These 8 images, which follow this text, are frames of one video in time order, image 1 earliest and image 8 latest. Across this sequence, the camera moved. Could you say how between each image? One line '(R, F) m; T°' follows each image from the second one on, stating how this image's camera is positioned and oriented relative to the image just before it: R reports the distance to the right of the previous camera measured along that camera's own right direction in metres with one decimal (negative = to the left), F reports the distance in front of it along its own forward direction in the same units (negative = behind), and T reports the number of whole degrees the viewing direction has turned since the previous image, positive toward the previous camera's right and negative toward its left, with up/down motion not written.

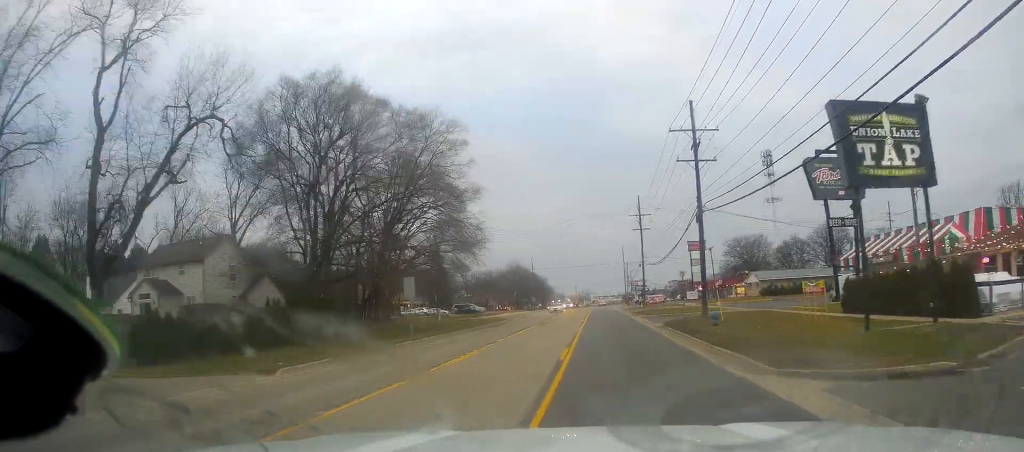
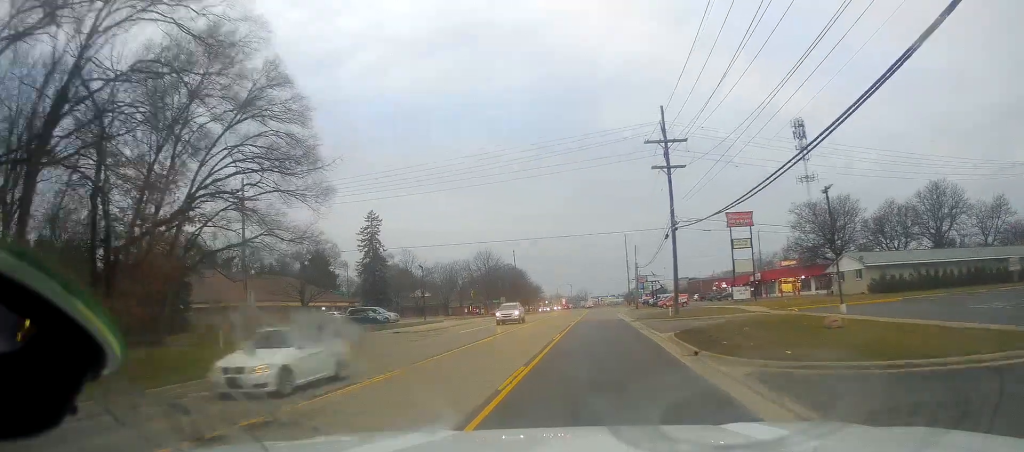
(+1.4, +37.9) m; +3°
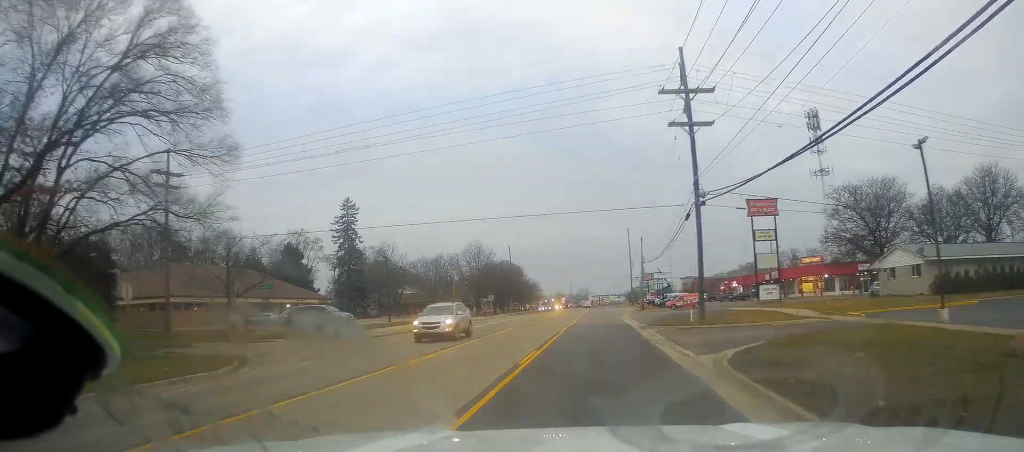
(0.0, +10.3) m; 0°
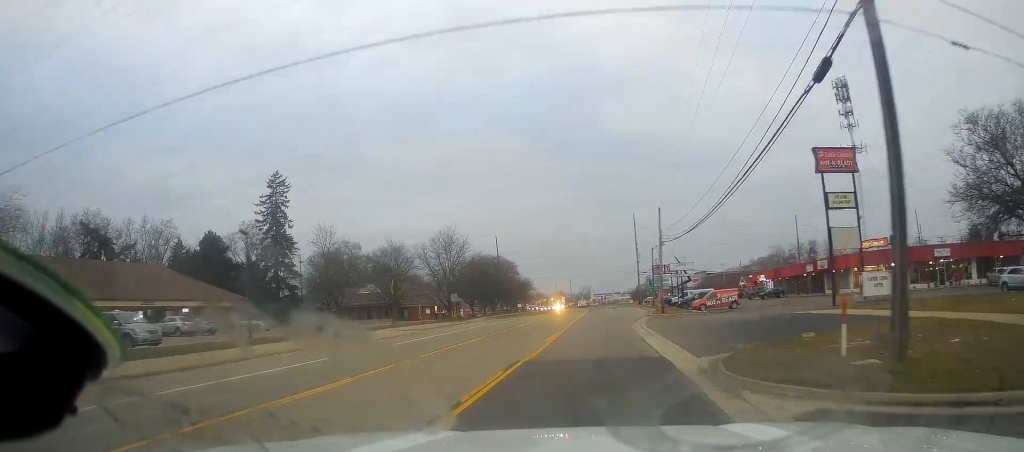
(0.0, +21.5) m; 0°
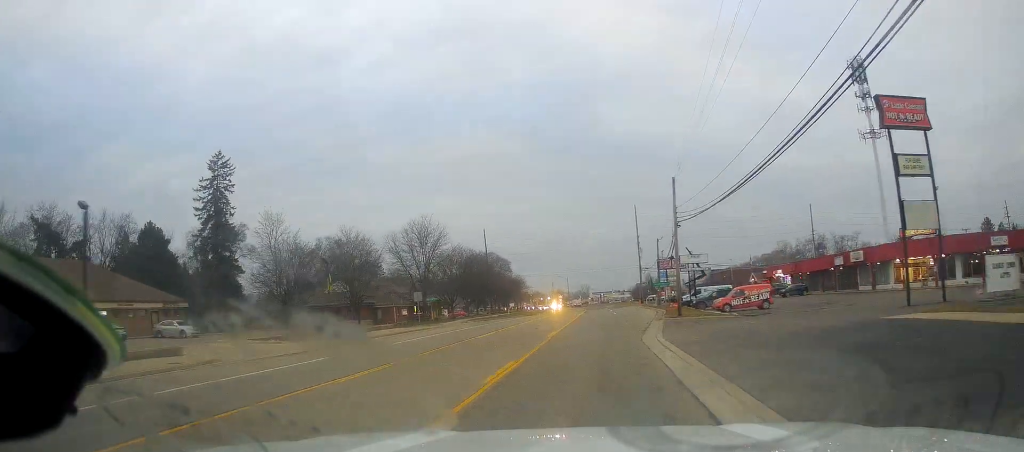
(0.0, +11.7) m; 0°
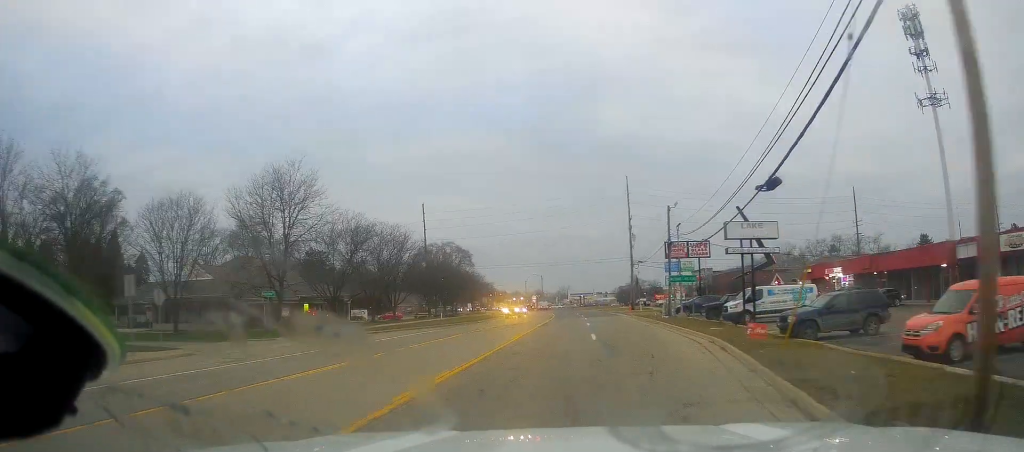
(0.0, +32.2) m; 0°
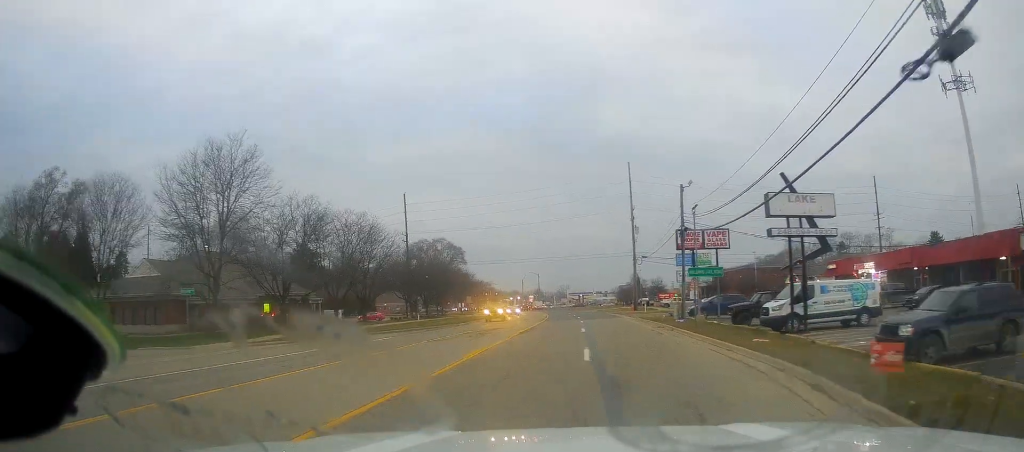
(0.0, +9.0) m; 0°
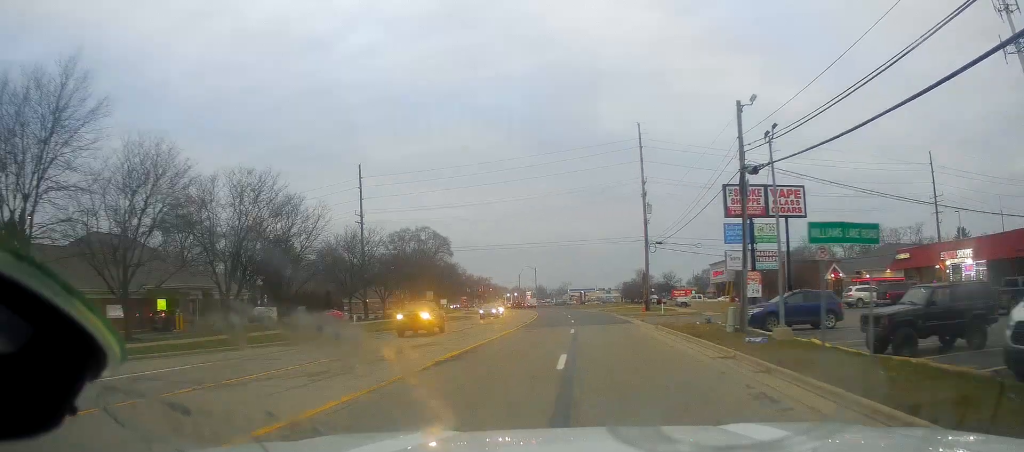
(0.0, +17.6) m; 0°
